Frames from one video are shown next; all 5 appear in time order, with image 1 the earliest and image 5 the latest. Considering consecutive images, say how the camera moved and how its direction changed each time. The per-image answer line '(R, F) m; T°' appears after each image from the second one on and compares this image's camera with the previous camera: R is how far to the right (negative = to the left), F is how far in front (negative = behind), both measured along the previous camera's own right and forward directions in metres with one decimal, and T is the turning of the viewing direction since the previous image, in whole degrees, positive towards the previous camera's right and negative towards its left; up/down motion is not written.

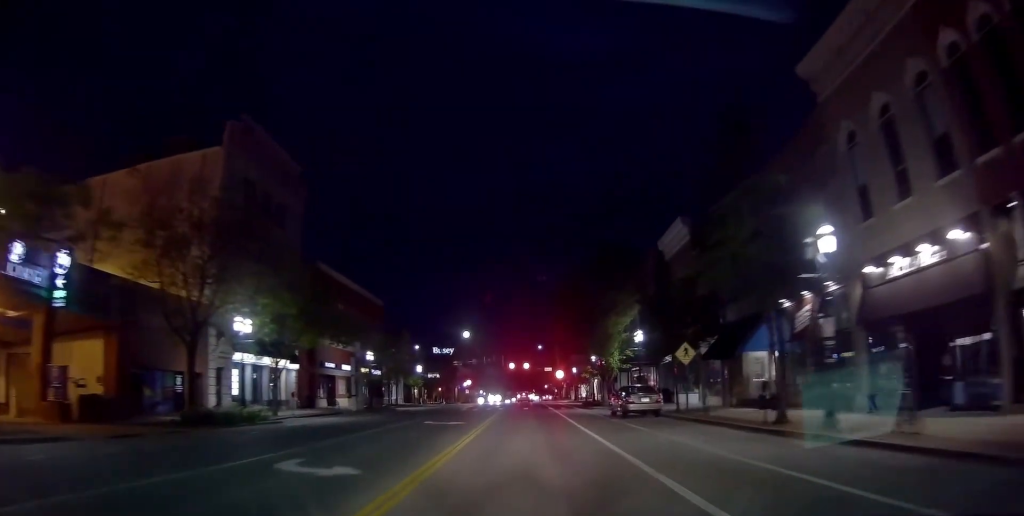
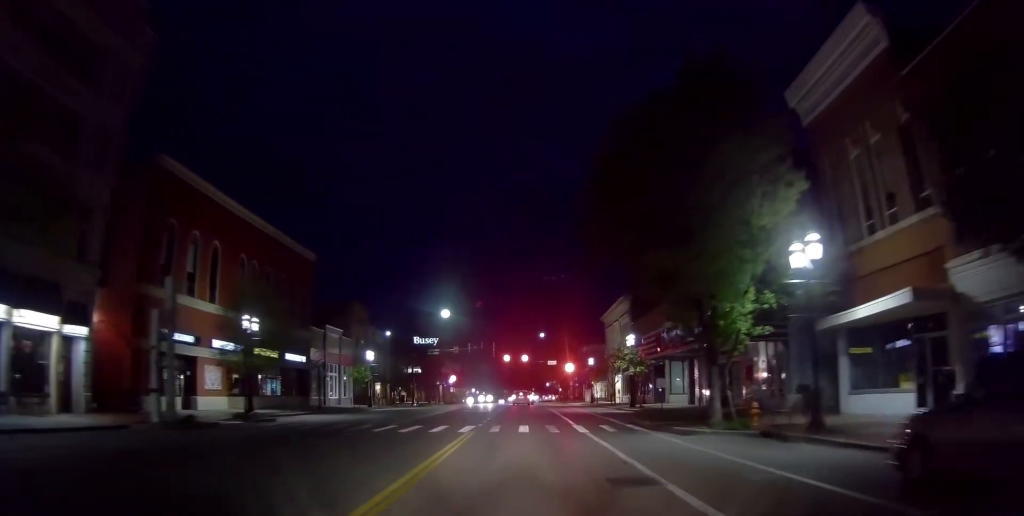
(-0.3, +24.6) m; -3°
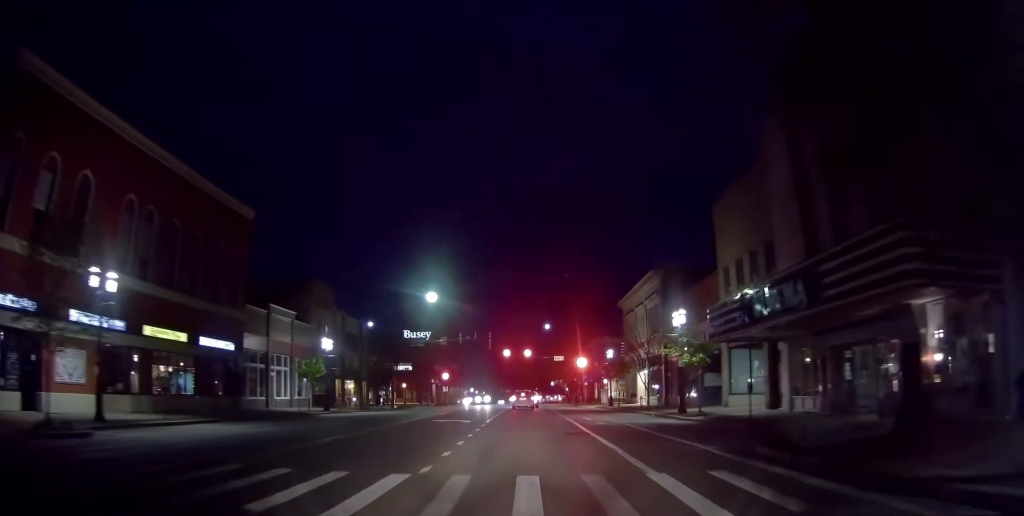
(-0.2, +13.2) m; +1°
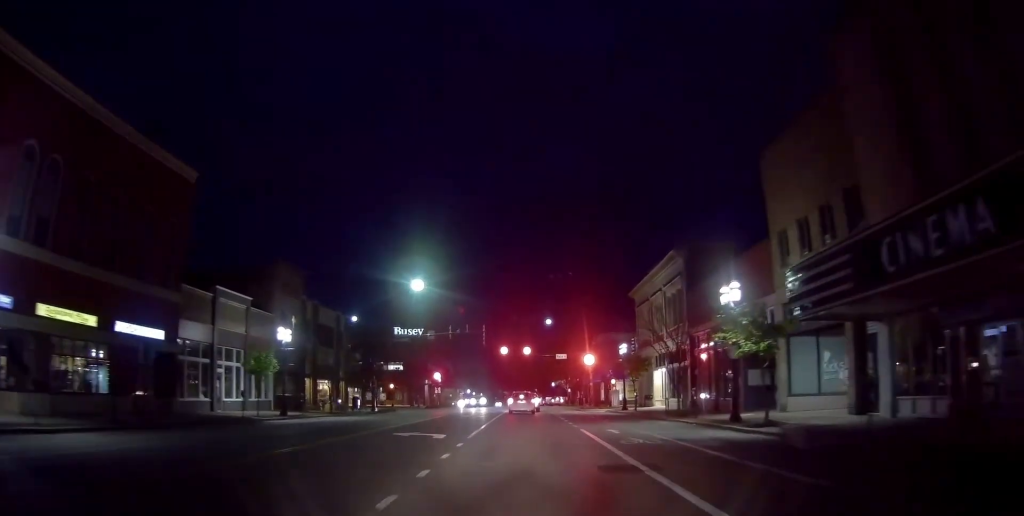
(+0.2, +7.4) m; +2°
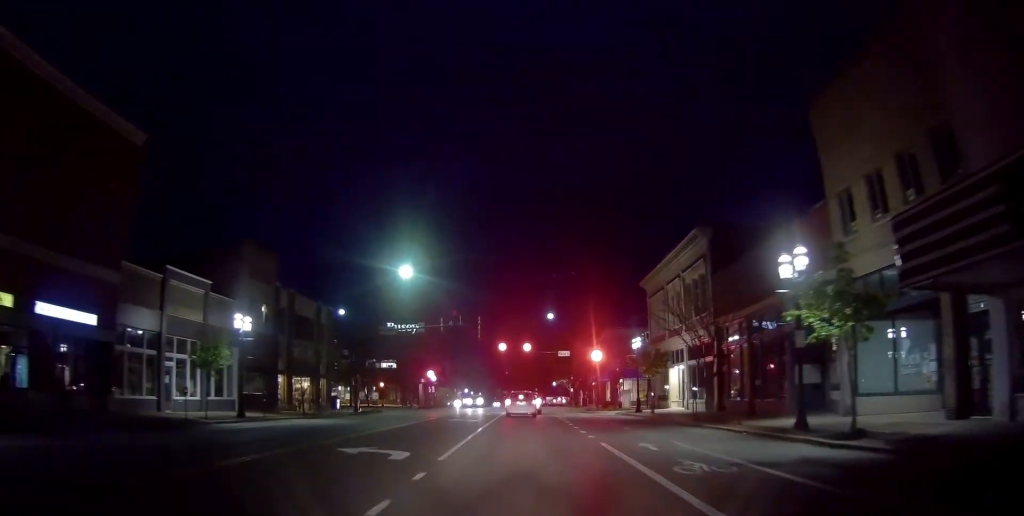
(0.0, +5.3) m; 0°
